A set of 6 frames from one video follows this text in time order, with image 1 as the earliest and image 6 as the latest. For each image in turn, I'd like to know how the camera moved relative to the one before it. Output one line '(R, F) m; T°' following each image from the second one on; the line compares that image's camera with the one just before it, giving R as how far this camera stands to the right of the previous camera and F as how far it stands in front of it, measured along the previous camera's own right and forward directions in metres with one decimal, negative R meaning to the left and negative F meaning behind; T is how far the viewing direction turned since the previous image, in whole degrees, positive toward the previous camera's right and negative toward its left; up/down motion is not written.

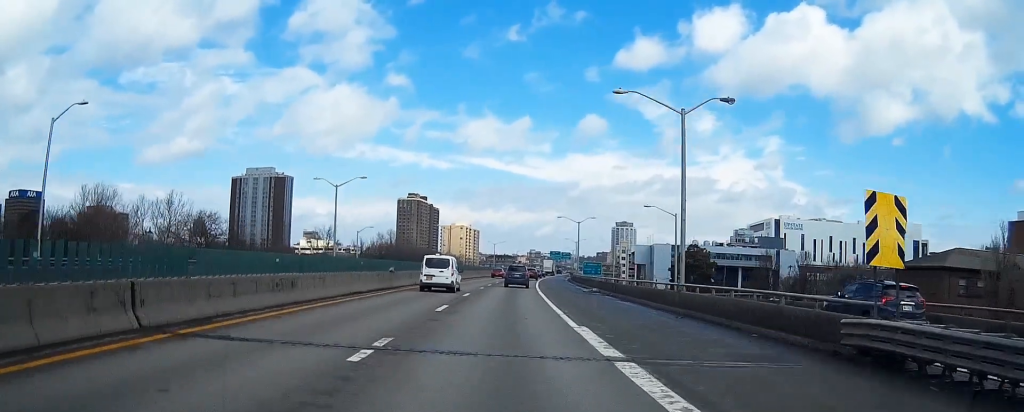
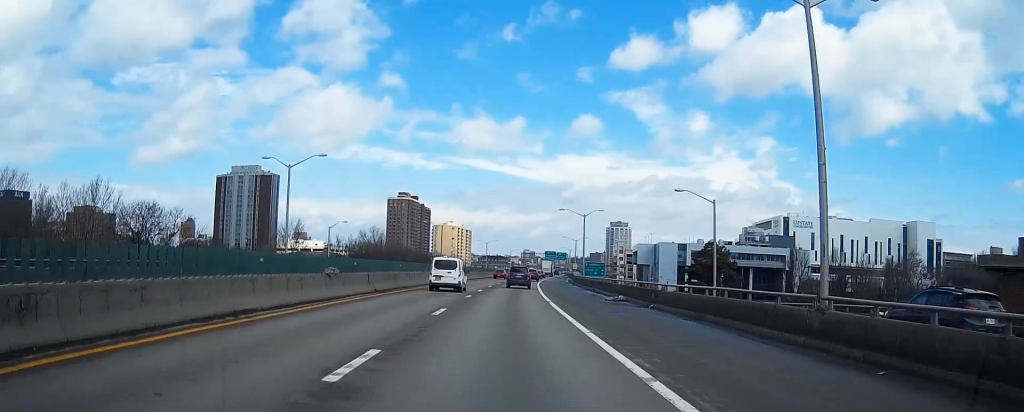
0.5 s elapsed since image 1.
(0.0, +13.9) m; +1°
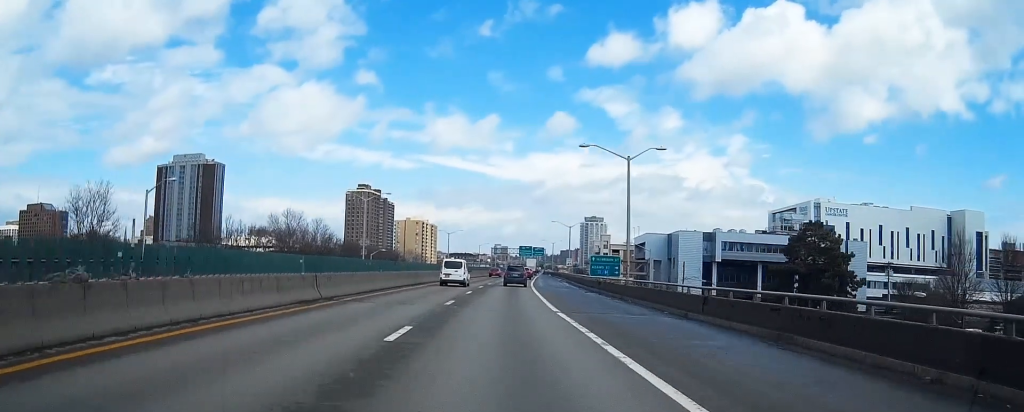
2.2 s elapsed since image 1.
(+1.1, +44.4) m; +3°
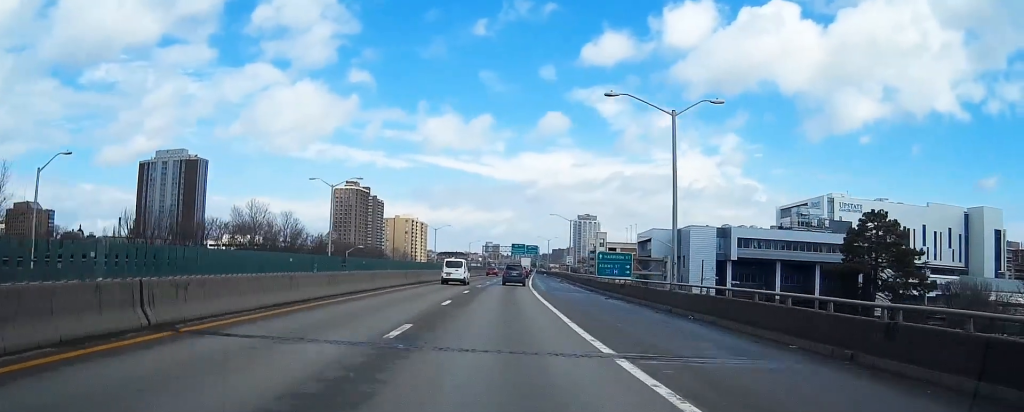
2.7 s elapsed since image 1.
(+0.1, +13.1) m; +1°
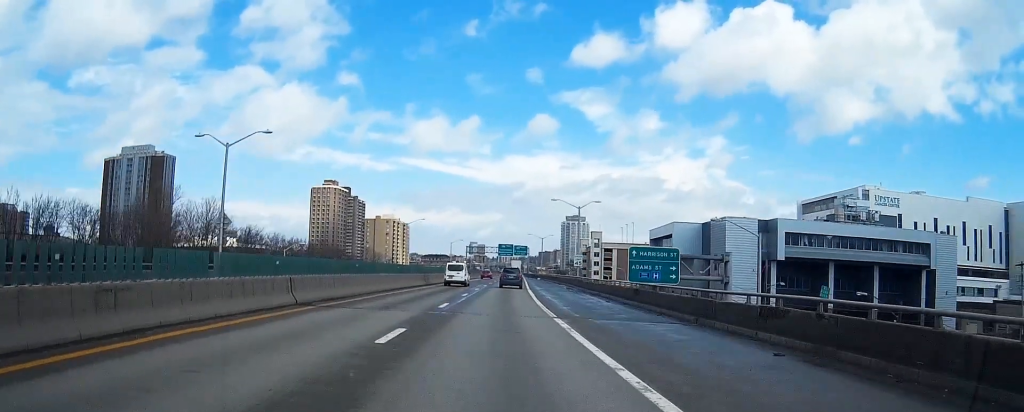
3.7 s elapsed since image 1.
(+0.2, +25.3) m; +1°
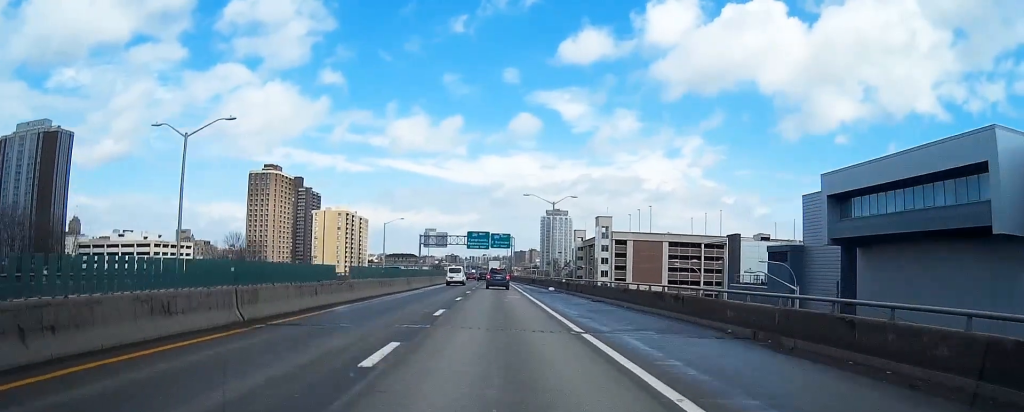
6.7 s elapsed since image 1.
(+1.6, +77.4) m; +2°
